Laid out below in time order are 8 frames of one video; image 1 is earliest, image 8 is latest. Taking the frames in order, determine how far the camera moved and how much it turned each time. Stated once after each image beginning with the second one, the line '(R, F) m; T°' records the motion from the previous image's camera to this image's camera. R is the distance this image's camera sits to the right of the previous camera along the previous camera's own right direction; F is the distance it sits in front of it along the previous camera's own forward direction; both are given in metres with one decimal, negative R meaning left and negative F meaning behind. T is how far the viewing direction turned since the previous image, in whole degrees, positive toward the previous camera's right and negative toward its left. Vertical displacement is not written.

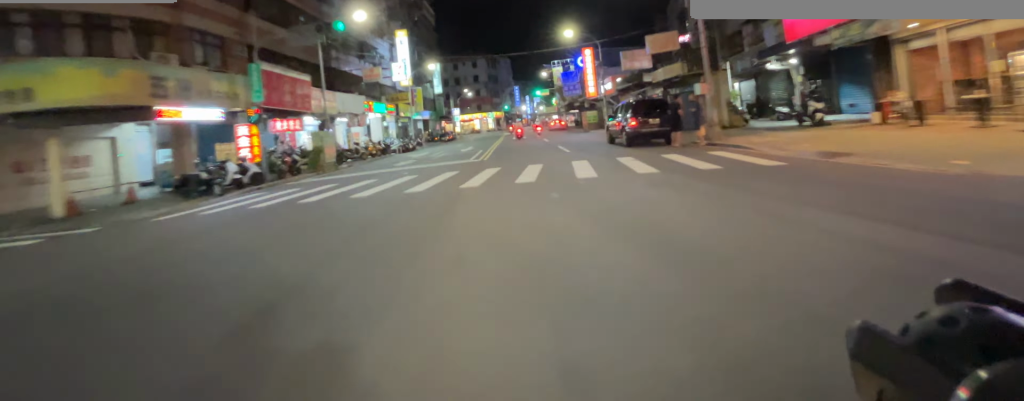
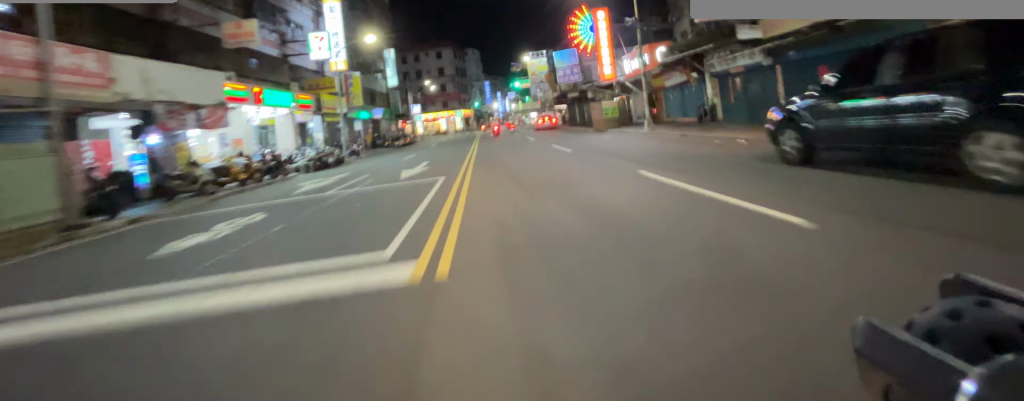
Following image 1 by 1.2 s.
(+0.2, +12.4) m; +1°
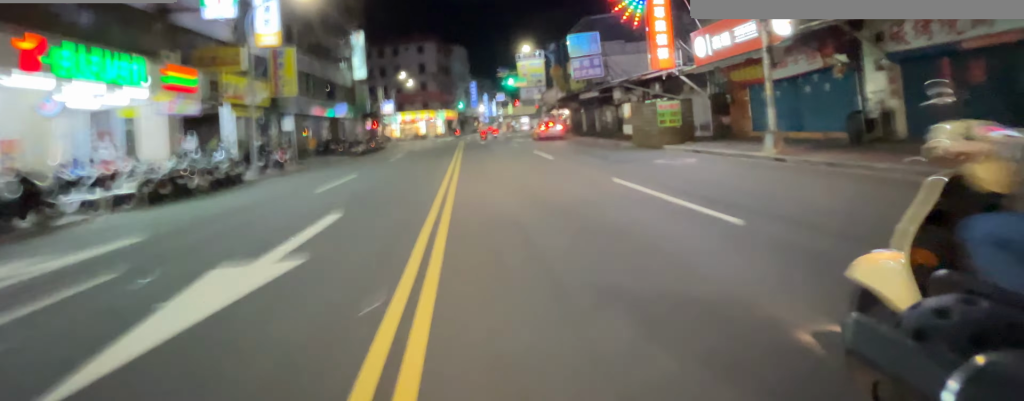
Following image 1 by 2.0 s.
(0.0, +8.9) m; 0°
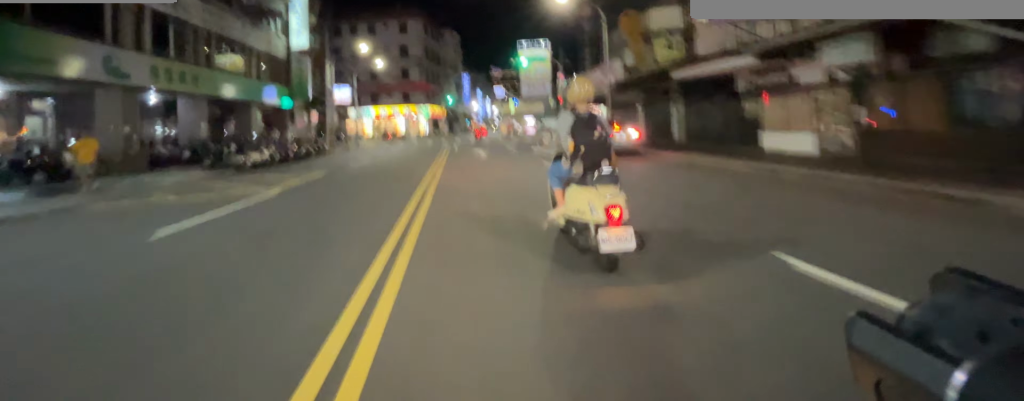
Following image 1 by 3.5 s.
(0.0, +13.8) m; 0°
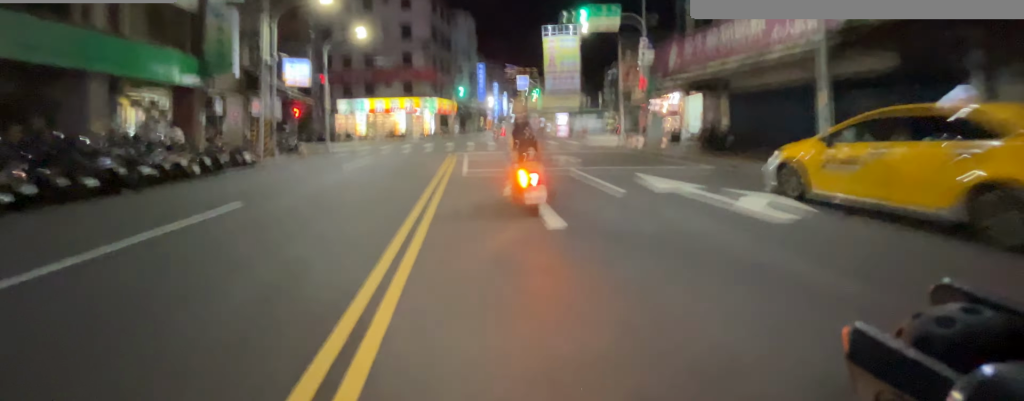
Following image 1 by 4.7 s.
(+0.1, +10.9) m; +1°
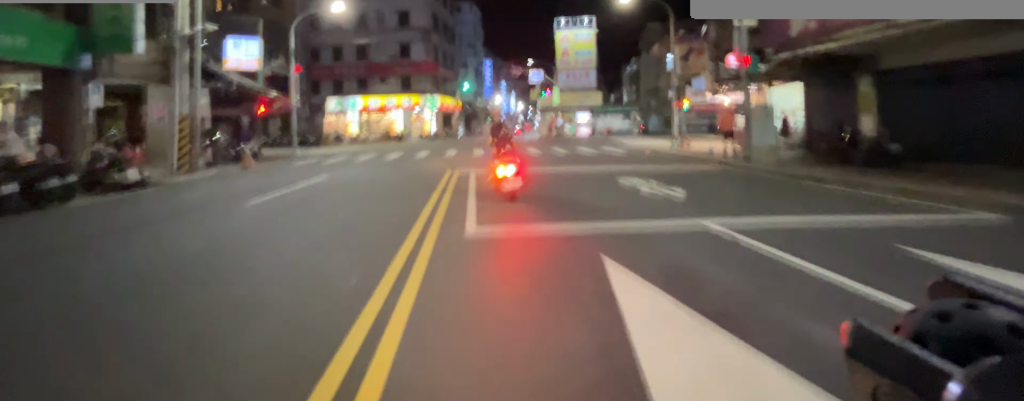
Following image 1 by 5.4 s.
(+0.1, +5.7) m; 0°
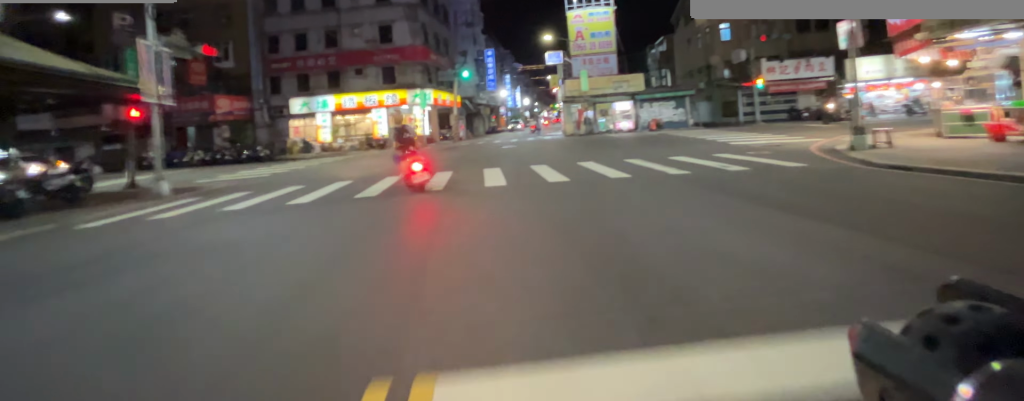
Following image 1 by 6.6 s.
(-0.2, +9.5) m; -5°
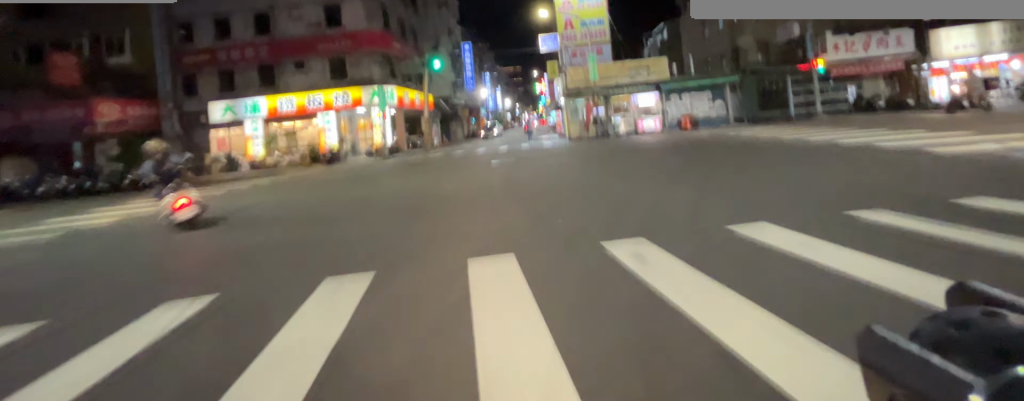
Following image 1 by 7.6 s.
(-0.4, +7.9) m; -2°
